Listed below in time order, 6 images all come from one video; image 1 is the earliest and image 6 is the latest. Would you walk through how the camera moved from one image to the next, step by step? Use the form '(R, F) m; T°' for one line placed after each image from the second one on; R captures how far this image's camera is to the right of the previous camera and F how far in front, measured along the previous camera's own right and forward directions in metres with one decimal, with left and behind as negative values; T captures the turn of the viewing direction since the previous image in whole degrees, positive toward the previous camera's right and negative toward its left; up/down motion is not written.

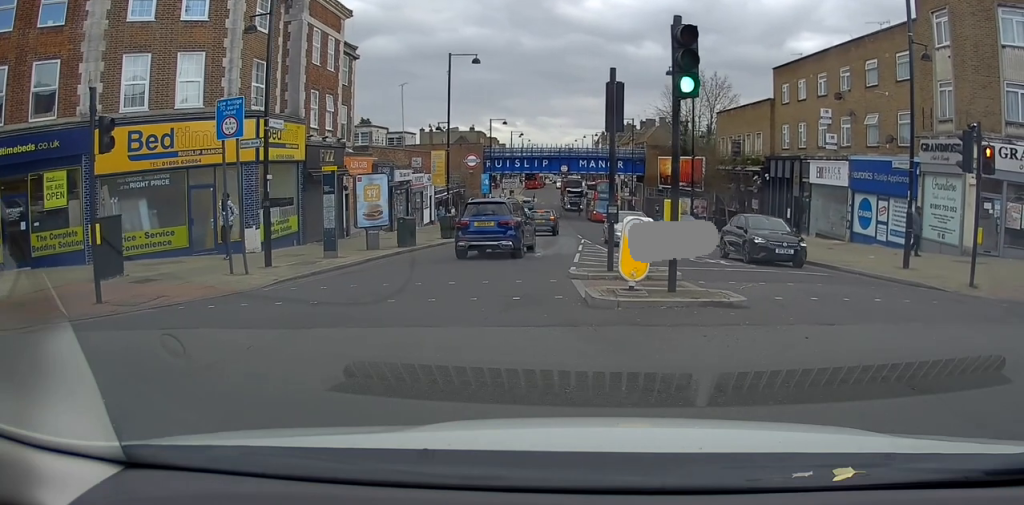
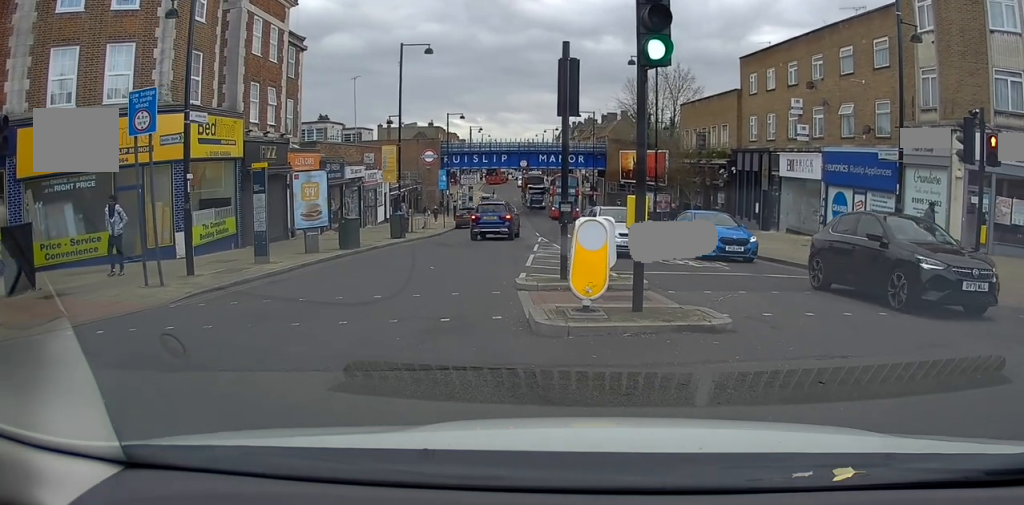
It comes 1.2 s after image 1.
(+0.2, +2.7) m; +4°
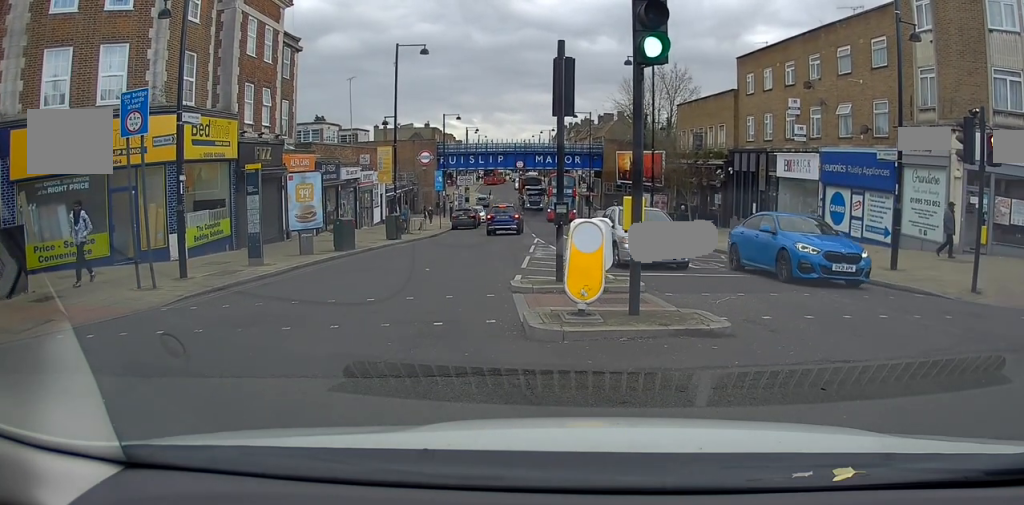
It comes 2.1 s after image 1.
(0.0, +0.8) m; 0°
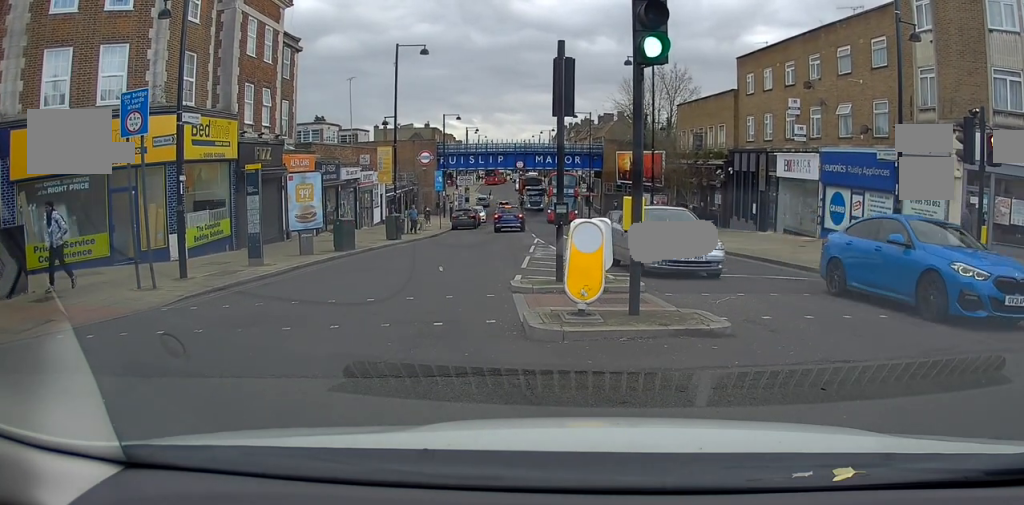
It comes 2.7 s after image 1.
(0.0, 0.0) m; 0°
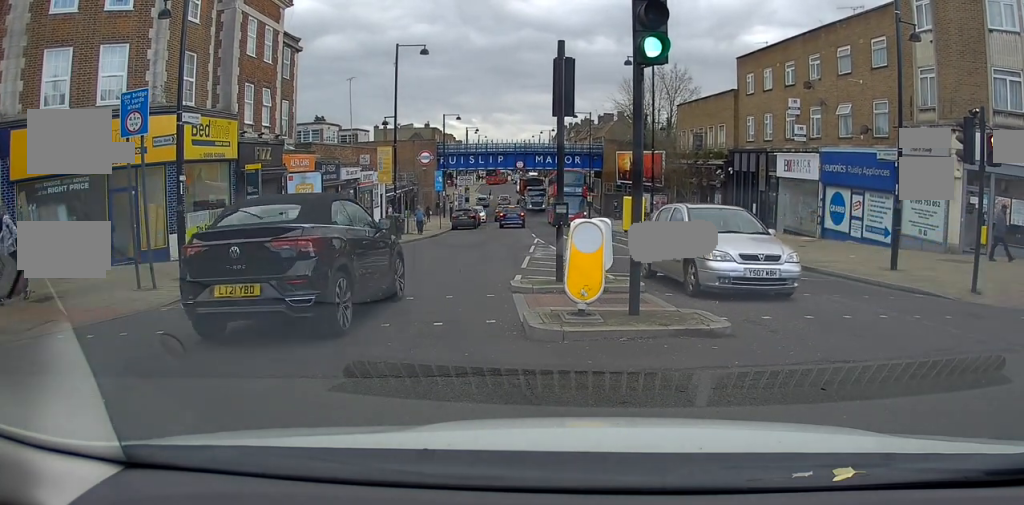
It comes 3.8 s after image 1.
(0.0, 0.0) m; 0°
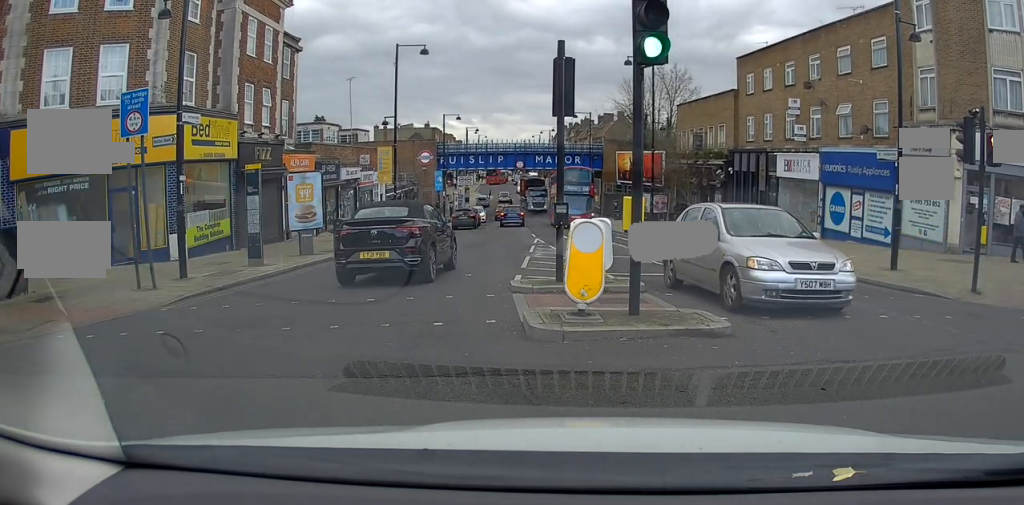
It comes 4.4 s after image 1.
(0.0, 0.0) m; 0°
